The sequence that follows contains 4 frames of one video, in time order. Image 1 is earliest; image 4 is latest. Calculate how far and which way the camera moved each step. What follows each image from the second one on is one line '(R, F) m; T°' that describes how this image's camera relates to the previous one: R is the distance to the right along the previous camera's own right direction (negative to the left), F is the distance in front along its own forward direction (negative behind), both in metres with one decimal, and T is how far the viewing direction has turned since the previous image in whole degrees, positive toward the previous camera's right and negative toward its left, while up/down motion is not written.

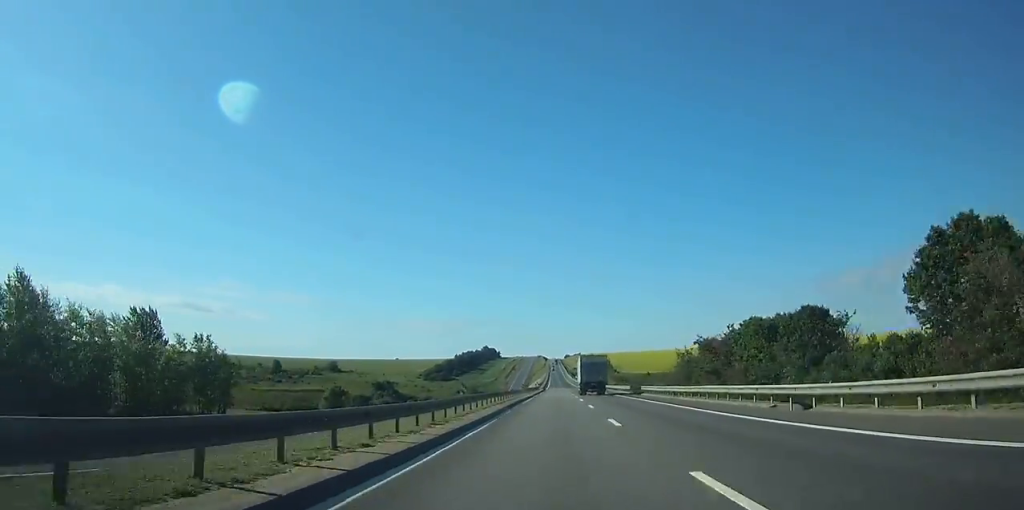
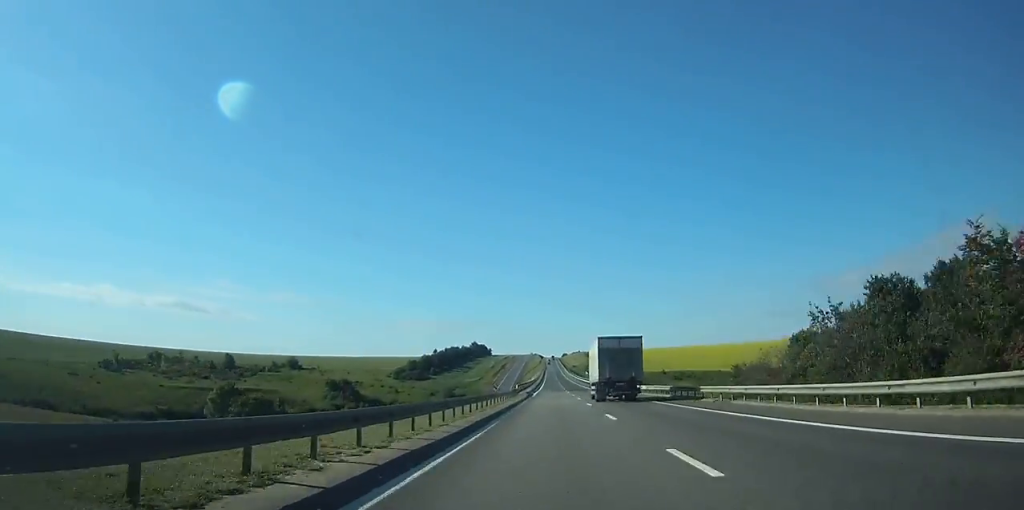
(+0.1, +74.3) m; 0°
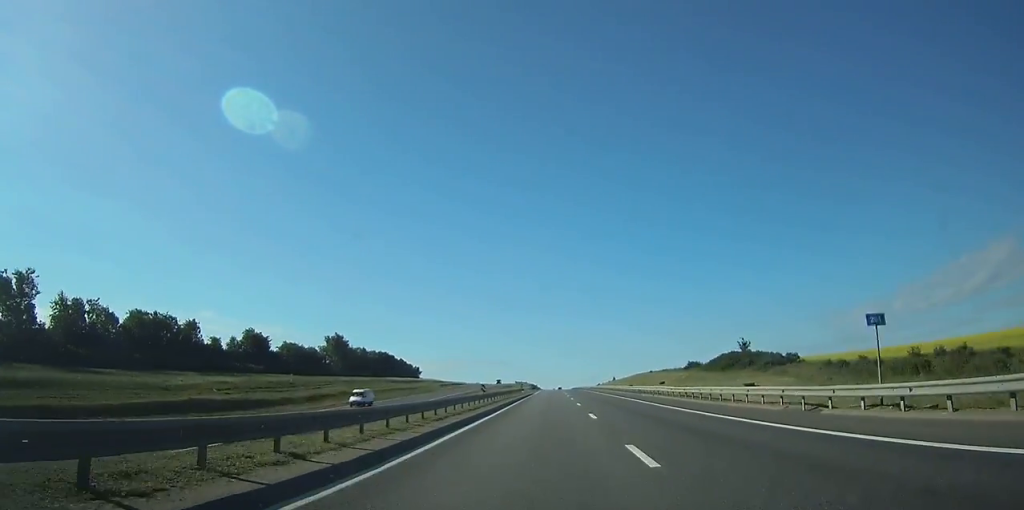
(-0.7, +383.0) m; 0°
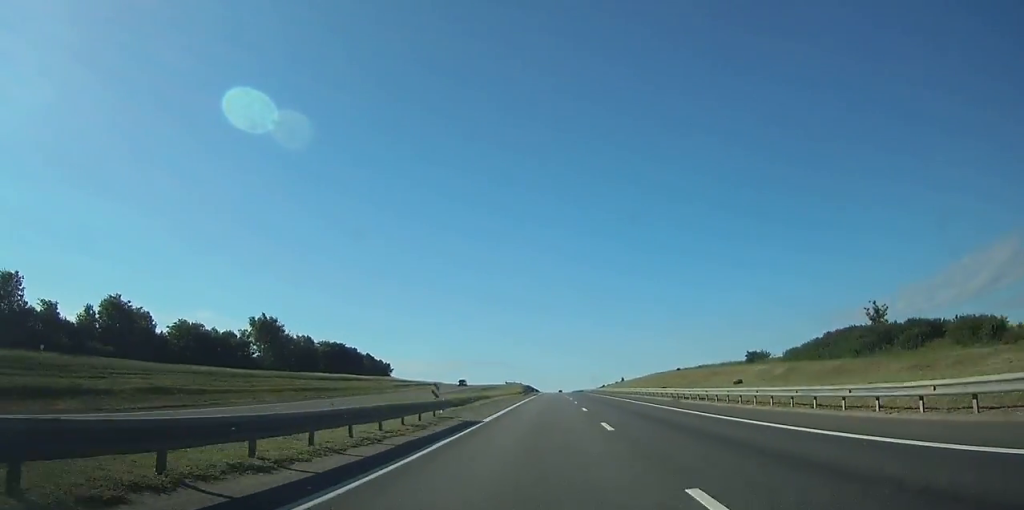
(0.0, +48.7) m; 0°
